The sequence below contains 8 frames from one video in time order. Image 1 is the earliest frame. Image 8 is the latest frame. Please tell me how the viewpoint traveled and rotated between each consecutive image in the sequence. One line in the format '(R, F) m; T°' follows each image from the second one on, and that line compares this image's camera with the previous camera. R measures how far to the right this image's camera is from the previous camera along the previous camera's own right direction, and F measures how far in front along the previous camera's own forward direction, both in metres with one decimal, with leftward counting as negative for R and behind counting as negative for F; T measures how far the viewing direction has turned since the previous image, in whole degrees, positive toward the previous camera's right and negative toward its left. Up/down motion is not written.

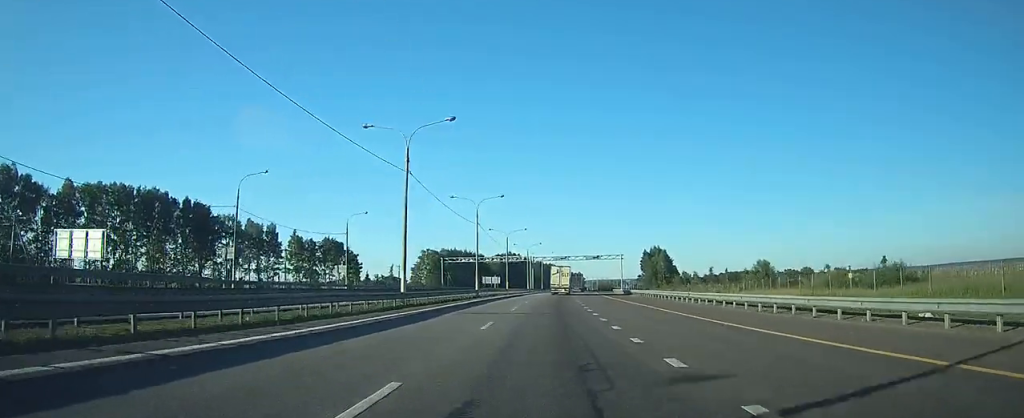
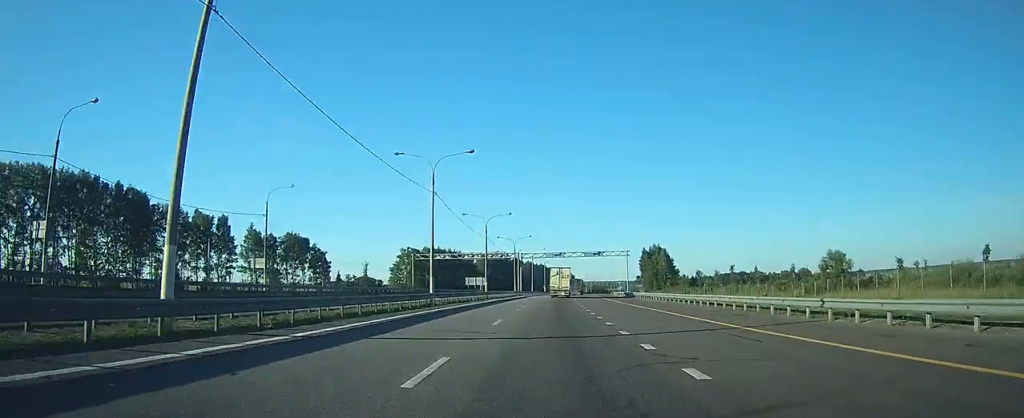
(+0.2, +21.6) m; +1°
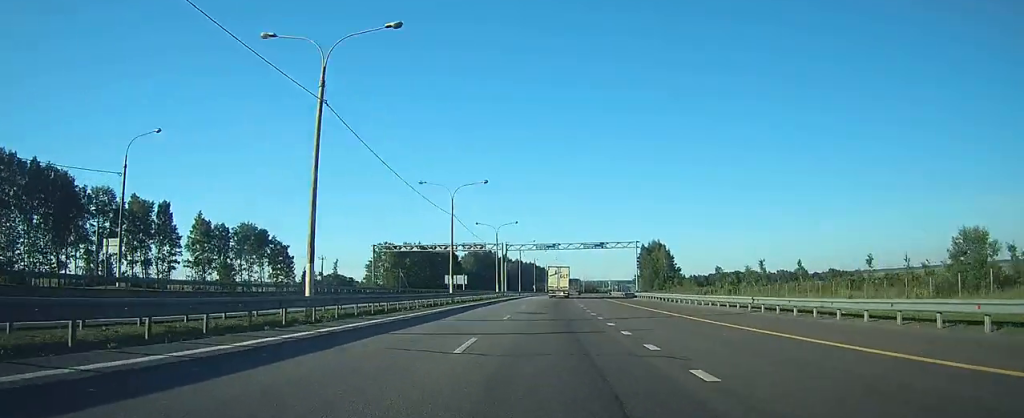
(+0.1, +20.5) m; +1°
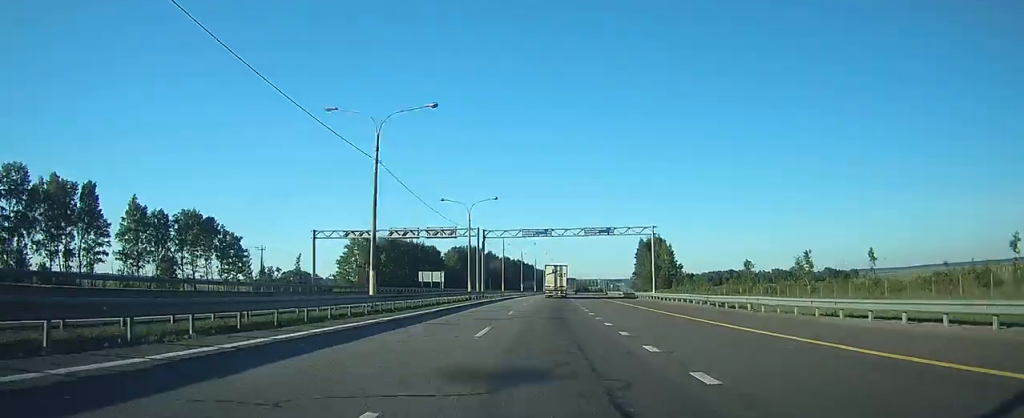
(+0.2, +20.5) m; +1°
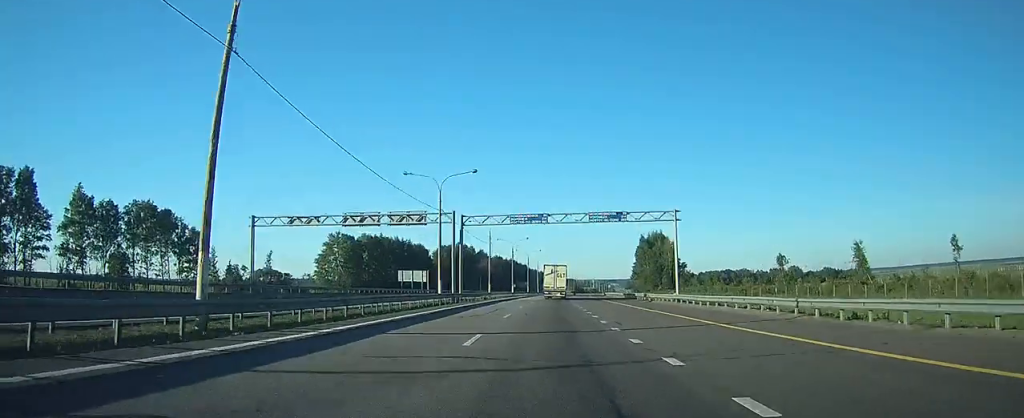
(+0.1, +14.2) m; +1°
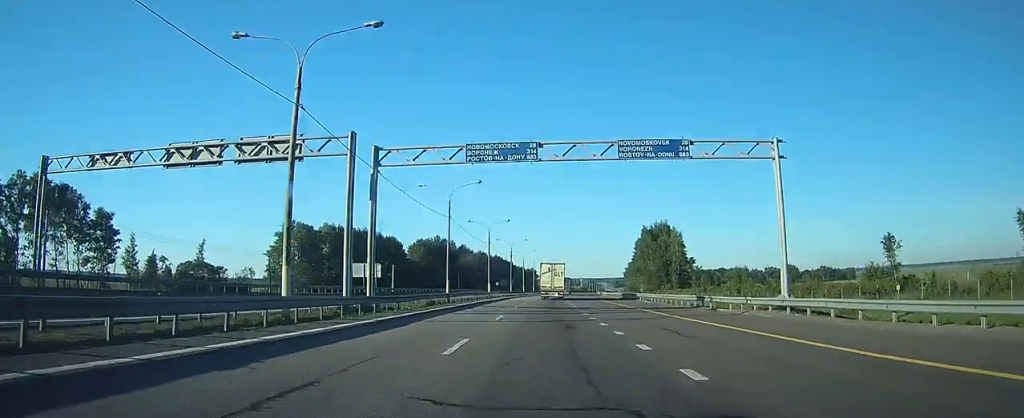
(+0.3, +25.7) m; +1°
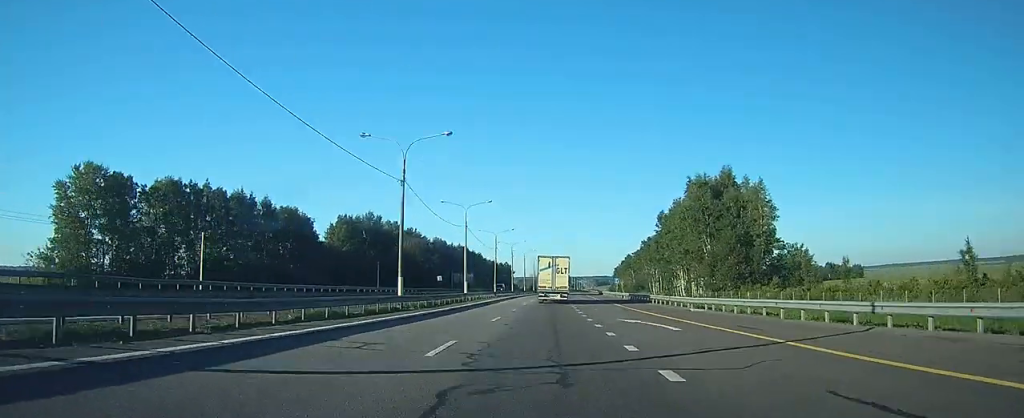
(+1.5, +71.8) m; +2°
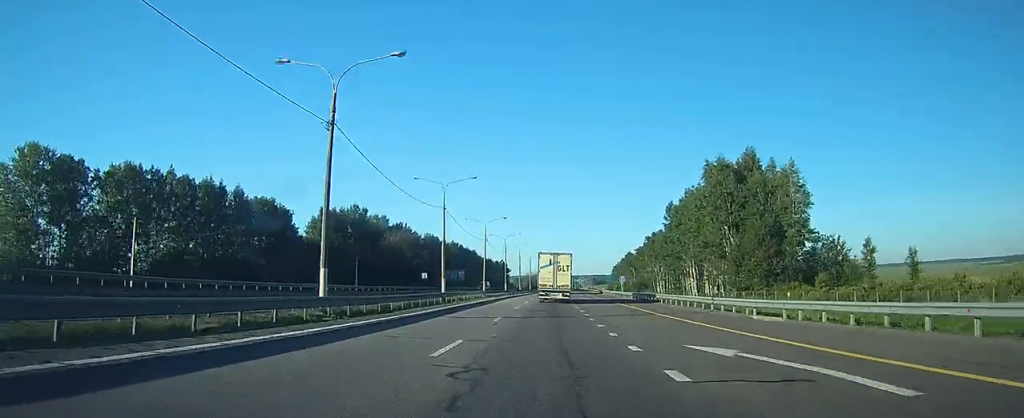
(0.0, +11.8) m; 0°
